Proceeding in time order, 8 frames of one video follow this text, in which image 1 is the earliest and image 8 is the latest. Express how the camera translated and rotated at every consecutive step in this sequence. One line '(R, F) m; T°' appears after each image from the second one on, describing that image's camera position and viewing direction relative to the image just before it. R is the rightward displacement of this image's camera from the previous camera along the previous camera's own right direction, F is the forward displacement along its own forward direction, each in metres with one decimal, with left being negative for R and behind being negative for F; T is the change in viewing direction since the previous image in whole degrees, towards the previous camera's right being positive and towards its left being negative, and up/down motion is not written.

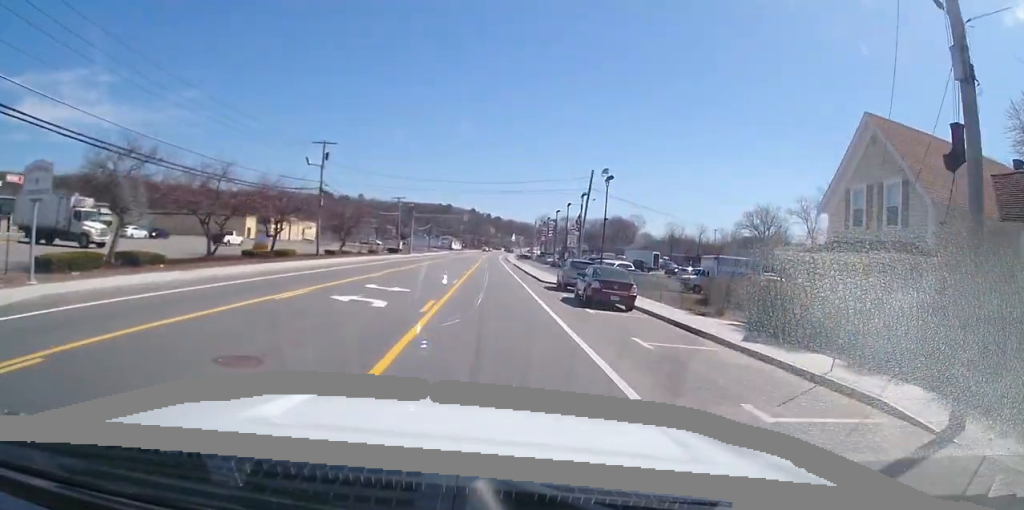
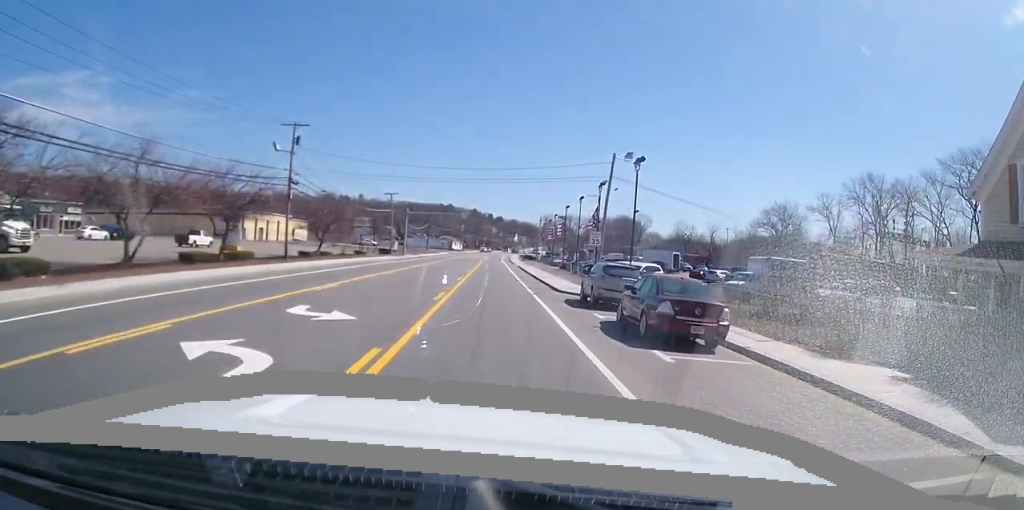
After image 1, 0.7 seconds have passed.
(+0.3, +7.1) m; +1°
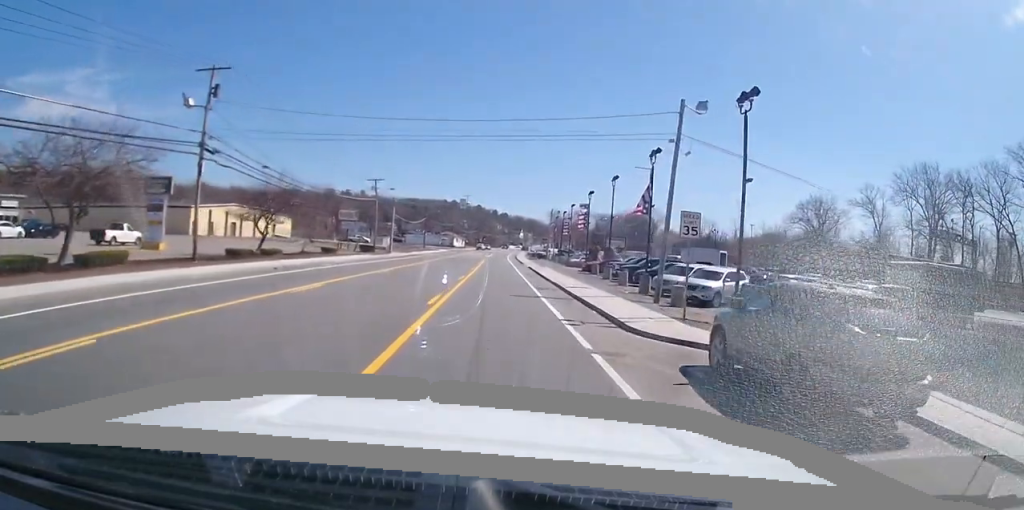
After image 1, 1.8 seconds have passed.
(-0.1, +12.7) m; 0°
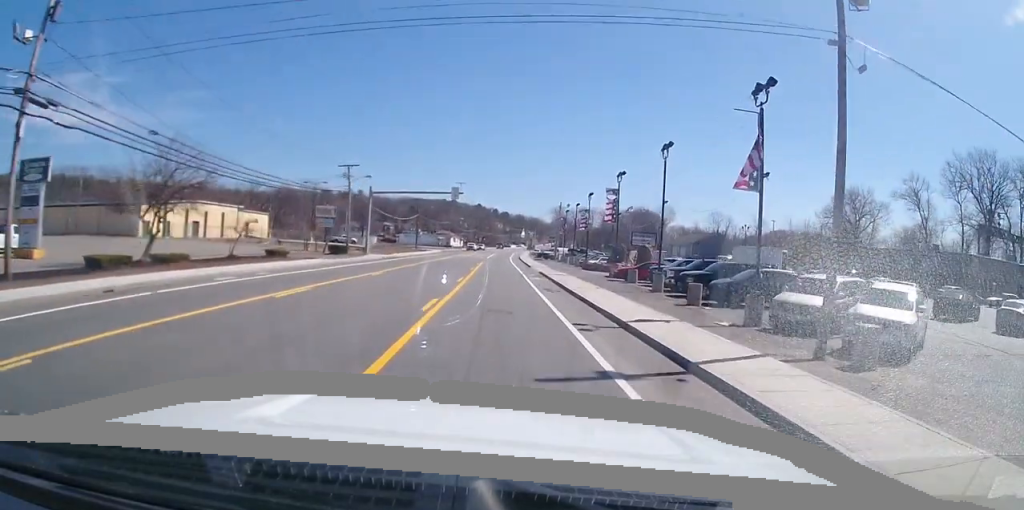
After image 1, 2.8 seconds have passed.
(+0.2, +13.1) m; +3°
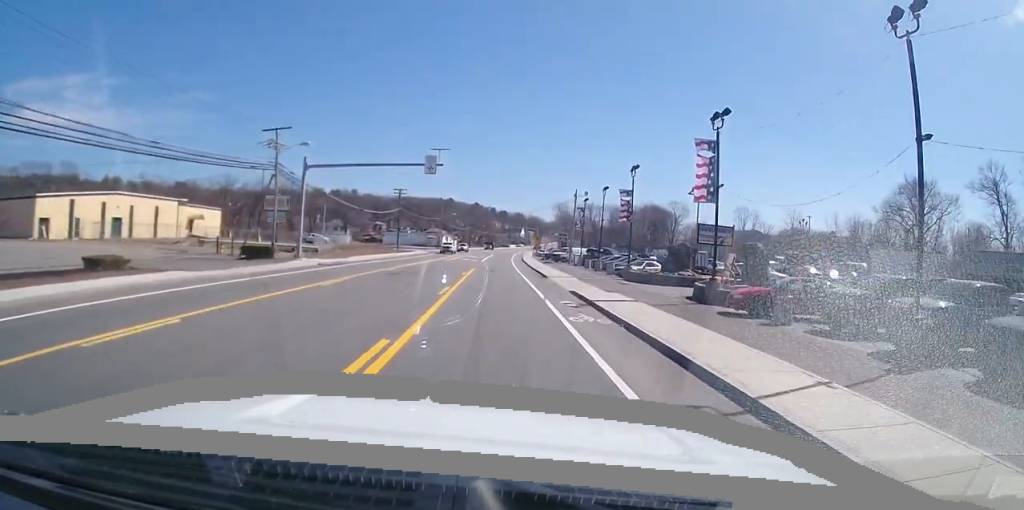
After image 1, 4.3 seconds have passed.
(+0.5, +21.1) m; 0°
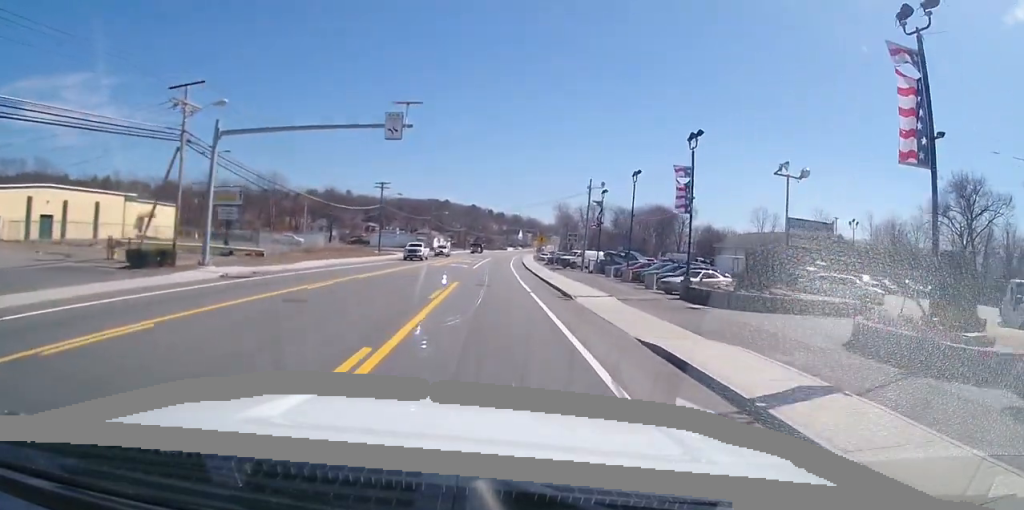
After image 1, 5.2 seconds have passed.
(-0.2, +13.6) m; -1°
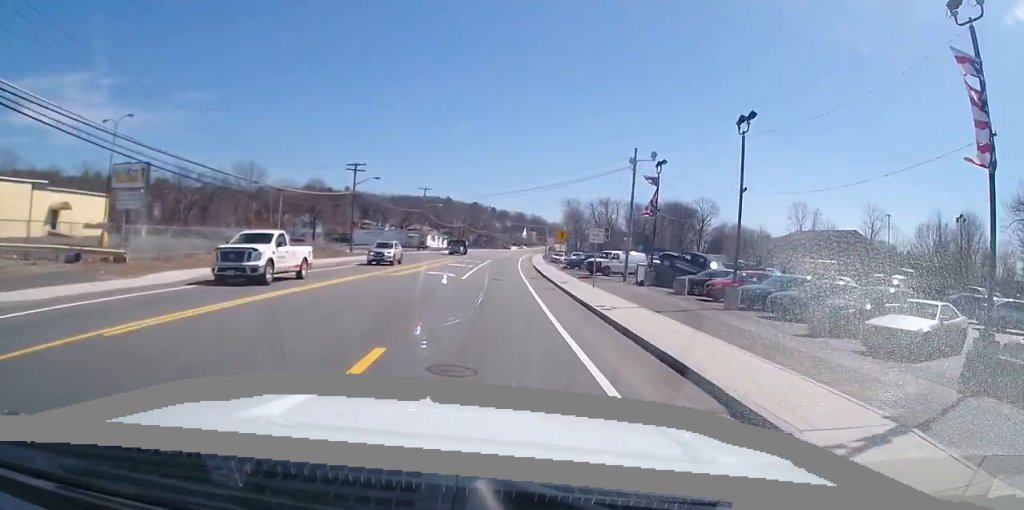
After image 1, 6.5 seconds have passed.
(+0.2, +18.6) m; 0°
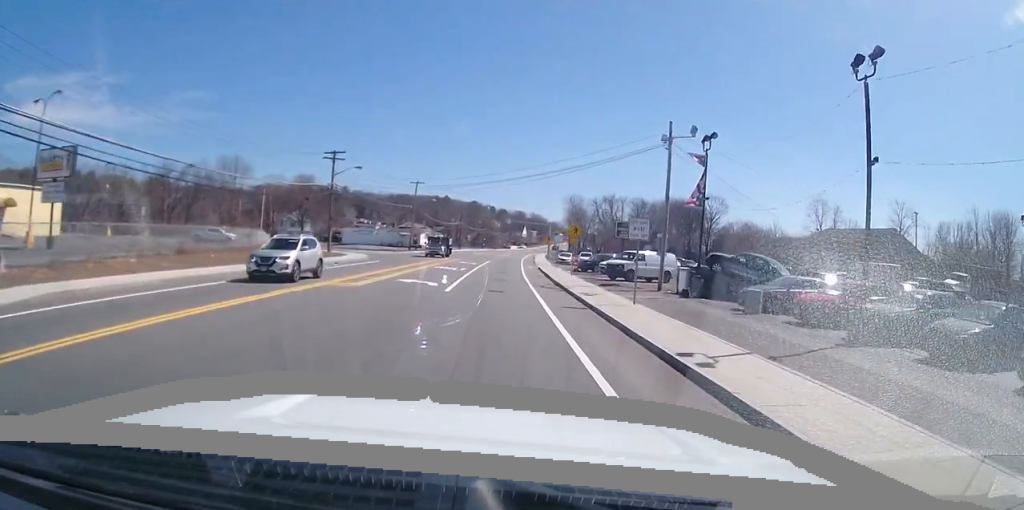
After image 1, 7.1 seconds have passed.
(0.0, +8.9) m; 0°
